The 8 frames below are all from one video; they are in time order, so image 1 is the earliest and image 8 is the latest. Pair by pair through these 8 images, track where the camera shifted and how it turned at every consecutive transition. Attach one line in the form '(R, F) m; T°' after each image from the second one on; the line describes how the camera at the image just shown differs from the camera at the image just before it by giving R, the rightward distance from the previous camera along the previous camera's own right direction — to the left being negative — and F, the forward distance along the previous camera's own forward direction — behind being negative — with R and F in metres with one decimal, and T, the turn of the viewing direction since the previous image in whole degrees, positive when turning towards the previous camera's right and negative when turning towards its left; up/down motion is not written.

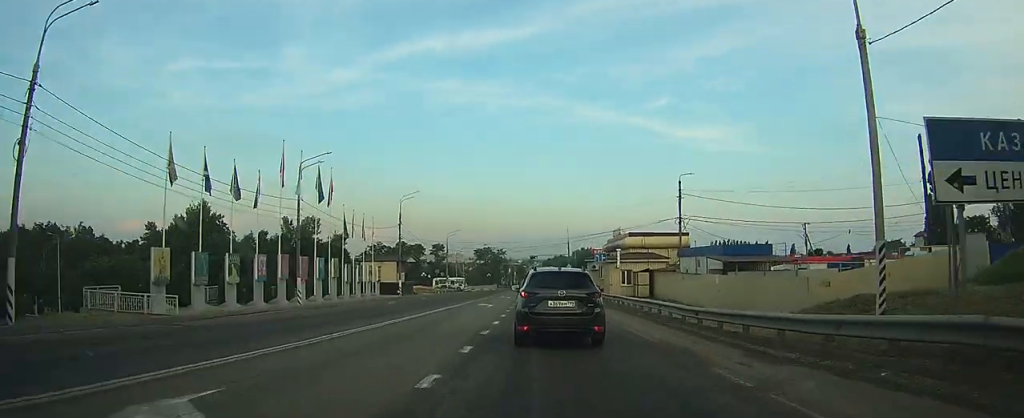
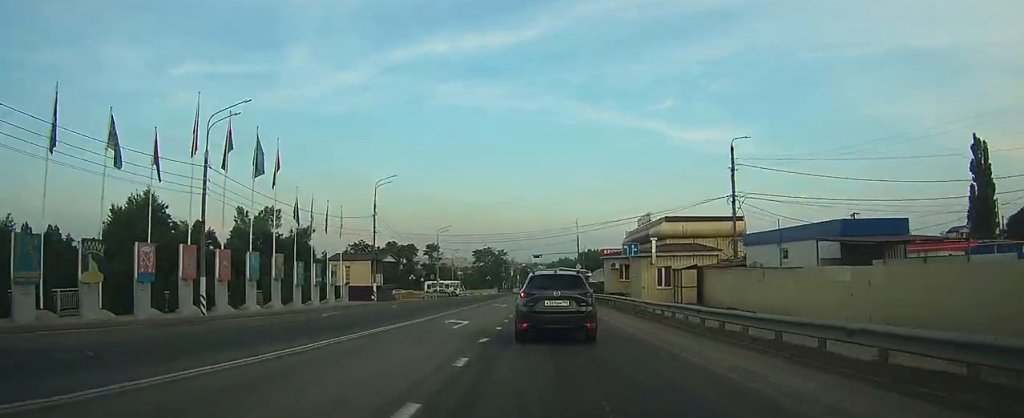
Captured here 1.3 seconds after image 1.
(-0.1, +13.3) m; -1°
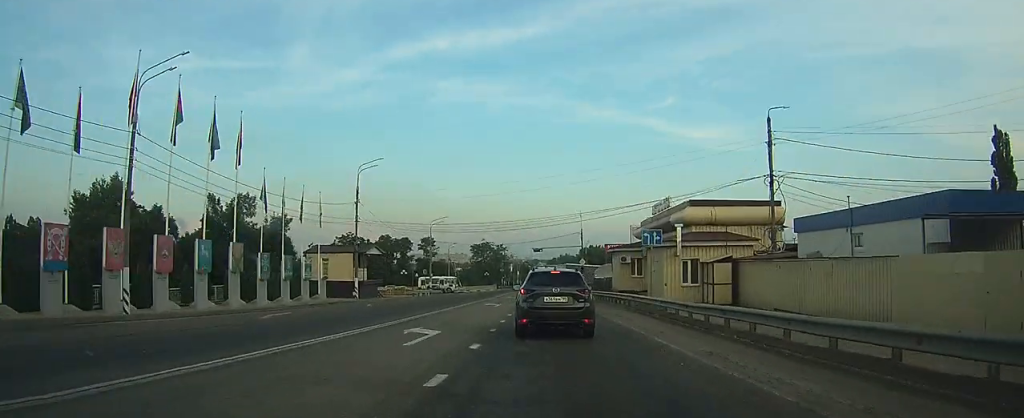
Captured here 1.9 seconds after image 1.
(0.0, +6.0) m; 0°
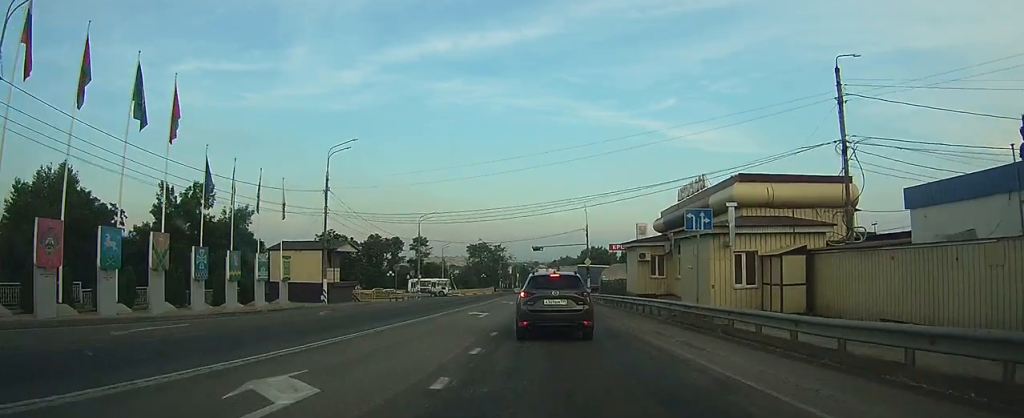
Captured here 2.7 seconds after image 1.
(0.0, +7.9) m; +1°
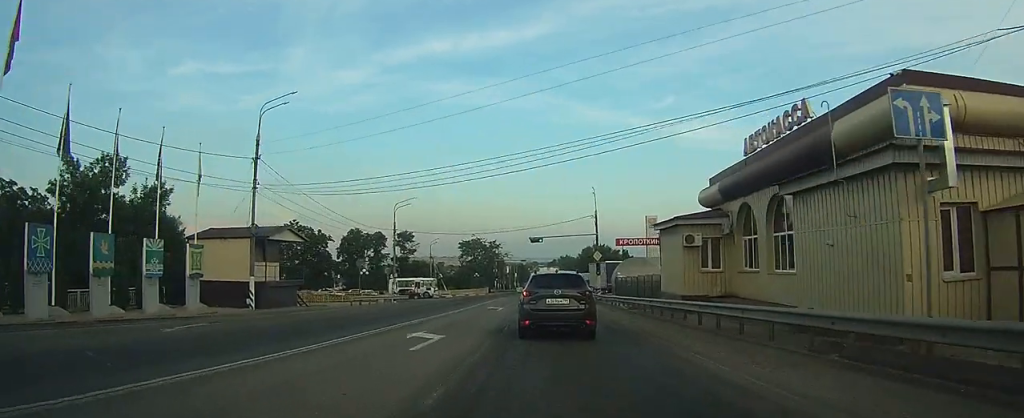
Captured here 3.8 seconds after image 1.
(+0.1, +11.9) m; +1°
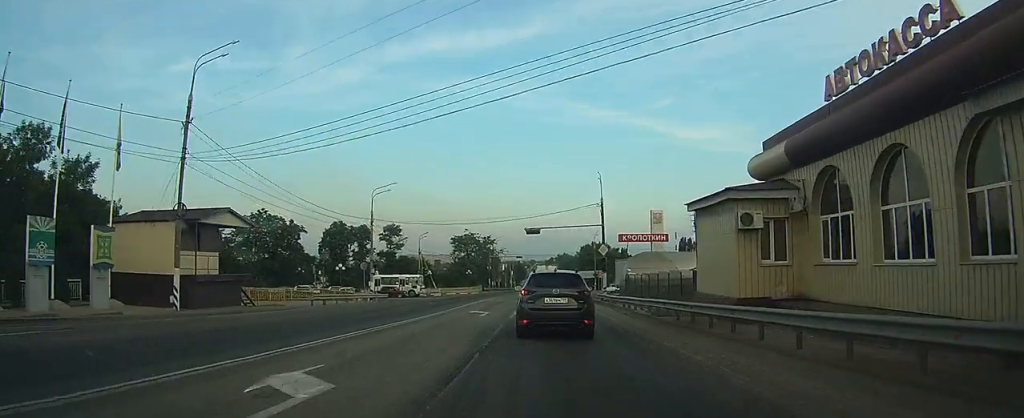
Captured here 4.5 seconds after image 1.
(0.0, +7.5) m; 0°
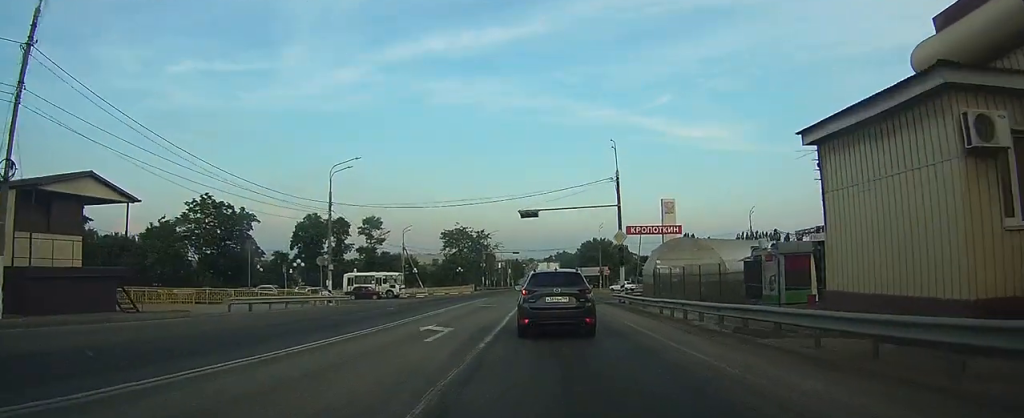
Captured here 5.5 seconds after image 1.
(0.0, +10.8) m; +1°
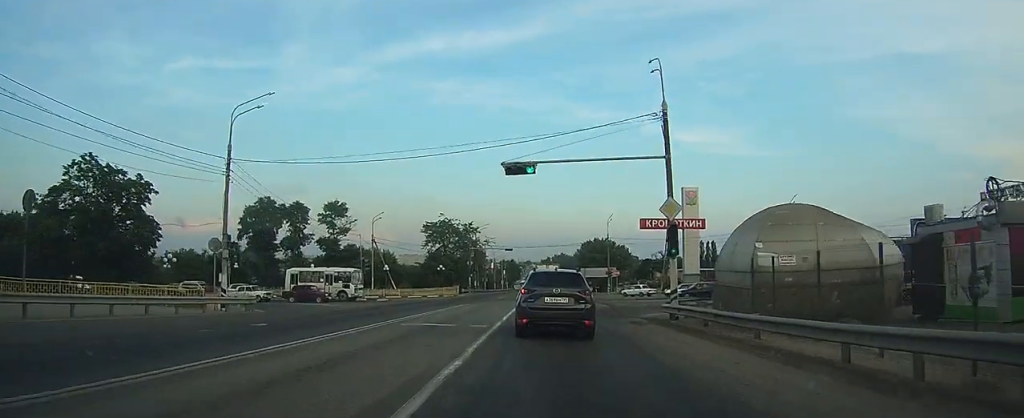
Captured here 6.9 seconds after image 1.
(+0.1, +15.0) m; 0°
